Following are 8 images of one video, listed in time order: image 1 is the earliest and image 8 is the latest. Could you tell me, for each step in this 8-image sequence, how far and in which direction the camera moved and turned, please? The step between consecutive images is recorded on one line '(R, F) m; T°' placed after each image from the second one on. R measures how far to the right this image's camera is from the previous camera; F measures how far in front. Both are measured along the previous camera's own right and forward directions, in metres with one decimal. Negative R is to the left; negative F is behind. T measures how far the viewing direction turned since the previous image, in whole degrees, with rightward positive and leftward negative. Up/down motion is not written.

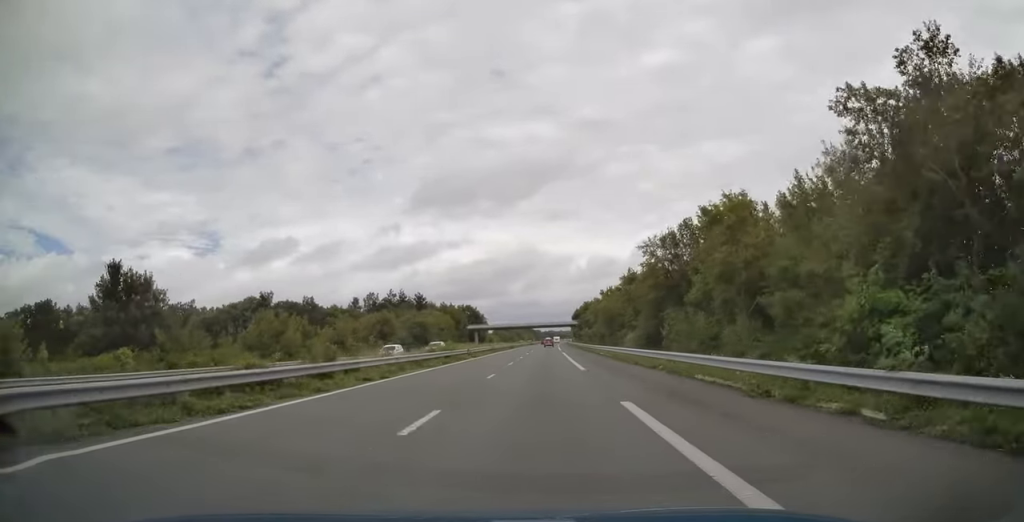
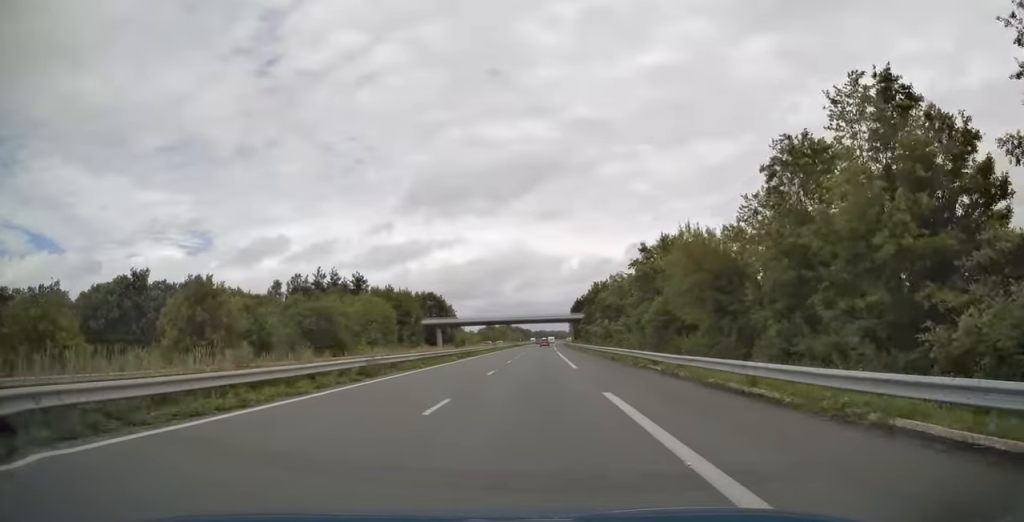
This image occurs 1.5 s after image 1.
(+0.4, +49.4) m; +1°
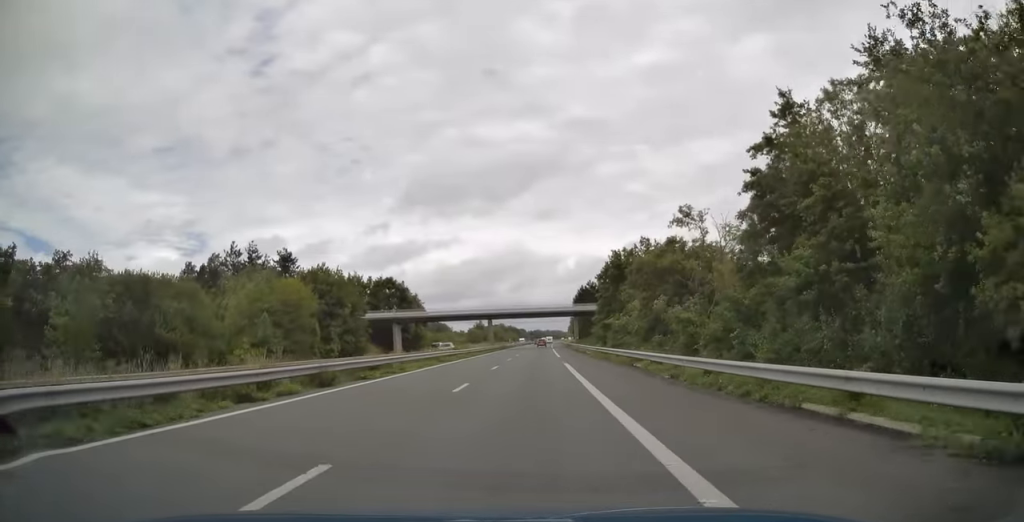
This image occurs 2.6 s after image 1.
(+0.2, +33.3) m; 0°
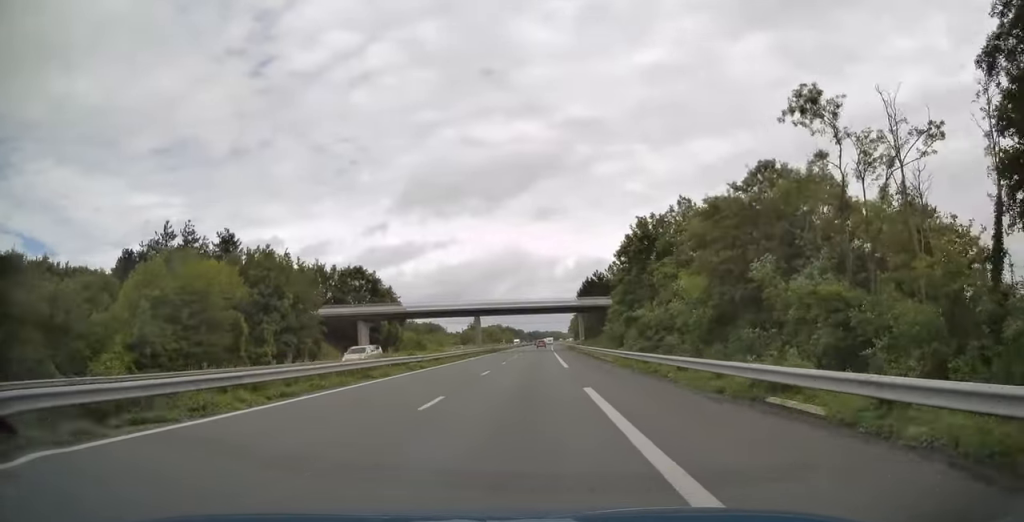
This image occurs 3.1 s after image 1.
(0.0, +17.2) m; 0°
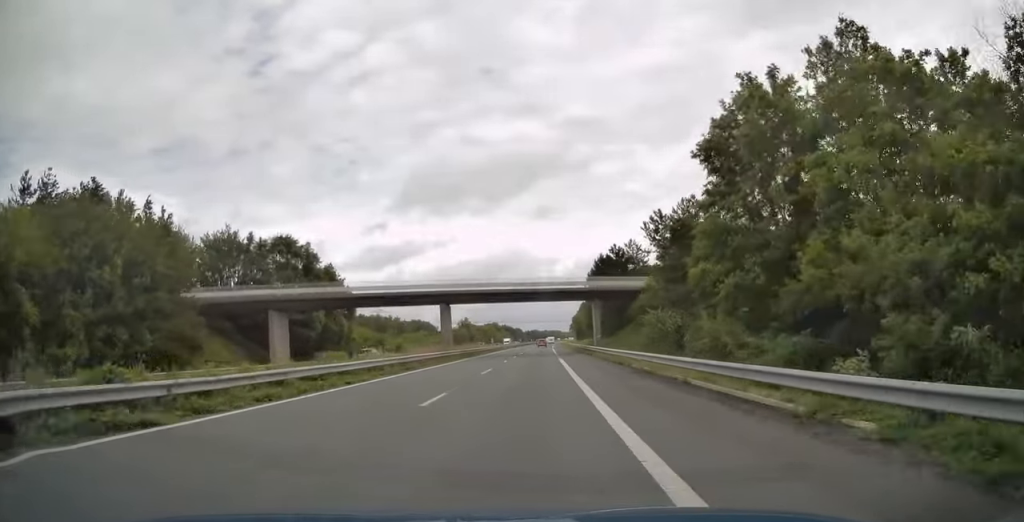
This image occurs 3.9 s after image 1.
(0.0, +25.3) m; 0°
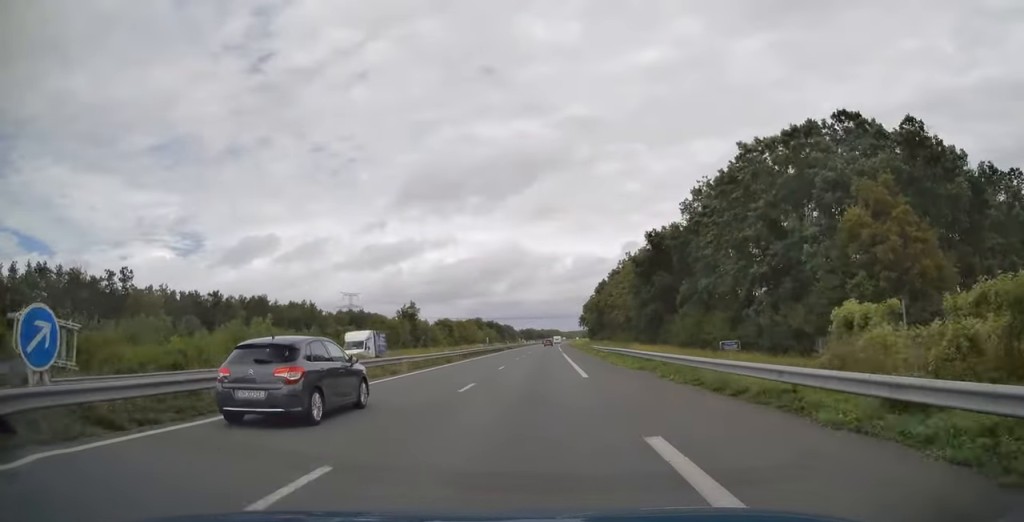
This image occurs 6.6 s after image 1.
(+0.2, +86.8) m; 0°
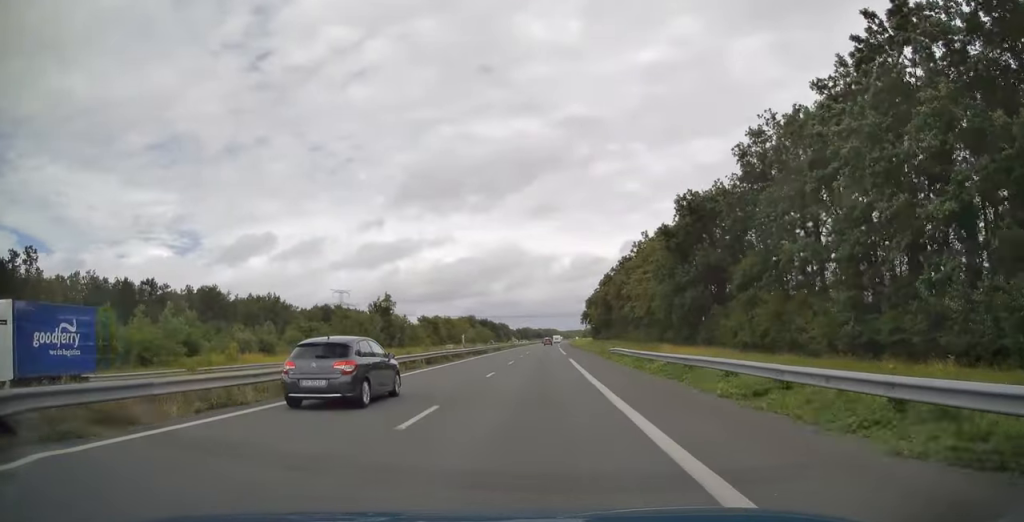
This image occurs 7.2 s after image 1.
(0.0, +20.0) m; 0°
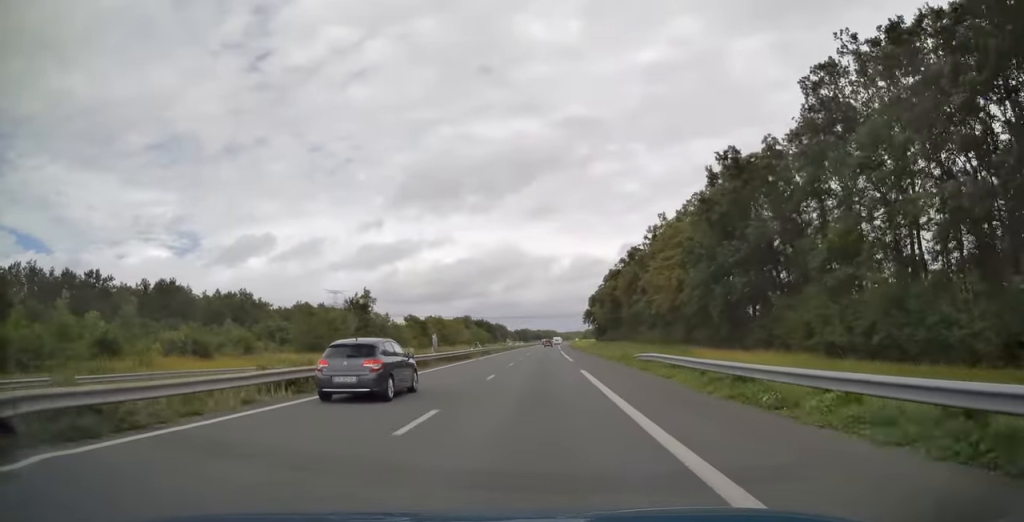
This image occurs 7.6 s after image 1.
(0.0, +13.5) m; 0°
